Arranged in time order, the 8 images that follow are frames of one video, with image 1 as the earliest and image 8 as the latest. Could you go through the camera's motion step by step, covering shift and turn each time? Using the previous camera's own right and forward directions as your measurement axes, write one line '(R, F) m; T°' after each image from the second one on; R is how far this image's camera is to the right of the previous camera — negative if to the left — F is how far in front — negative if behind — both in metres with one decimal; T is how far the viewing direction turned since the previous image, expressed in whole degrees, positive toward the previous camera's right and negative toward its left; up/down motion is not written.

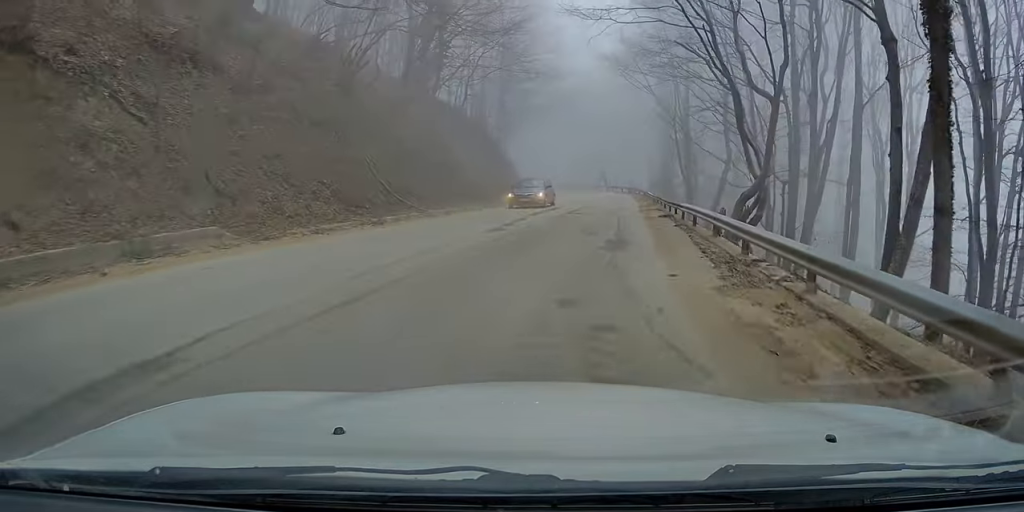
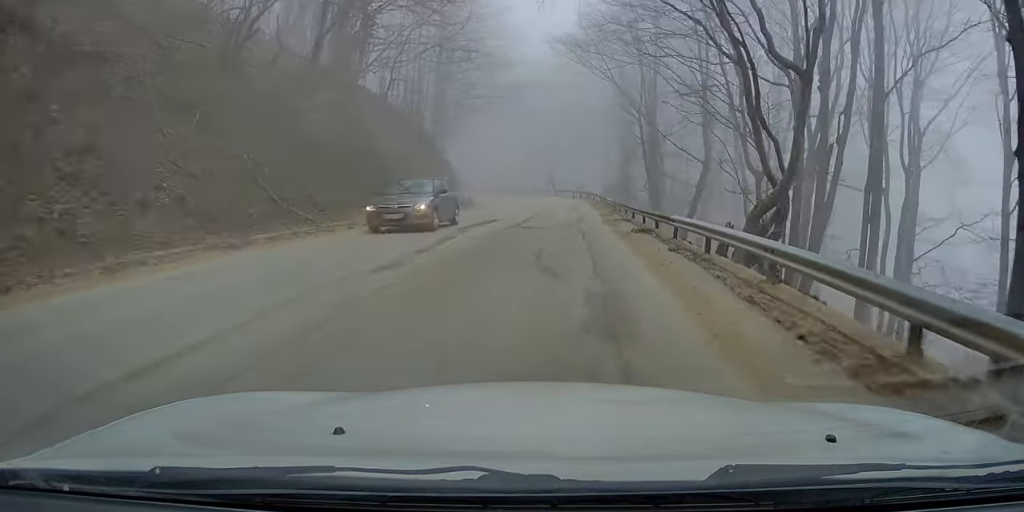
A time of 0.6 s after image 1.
(+0.9, +6.1) m; +6°
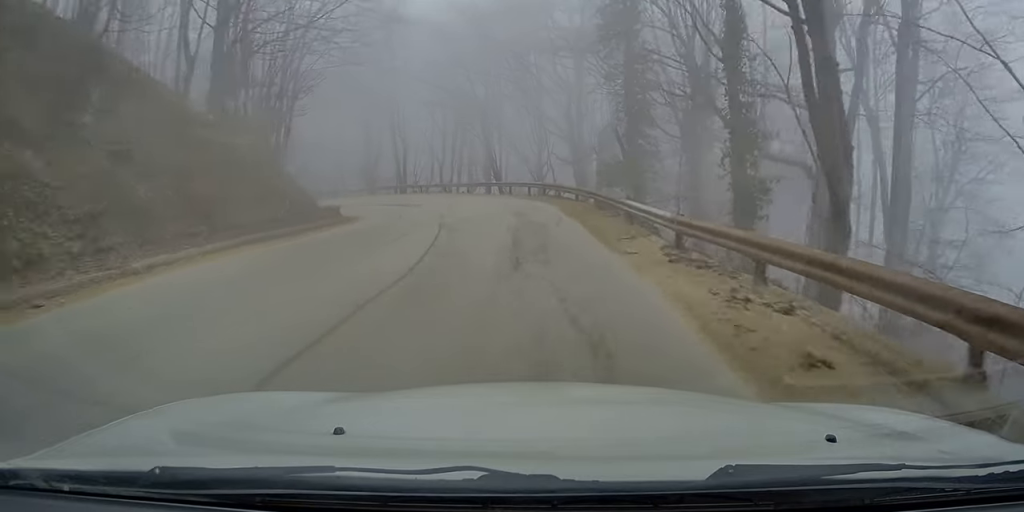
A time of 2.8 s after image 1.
(+3.4, +23.7) m; +10°
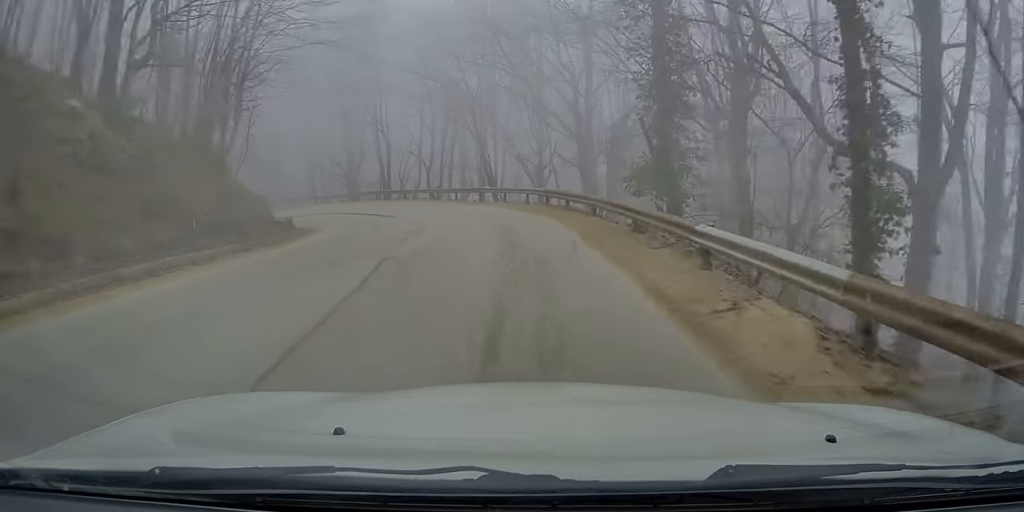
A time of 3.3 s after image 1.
(0.0, +5.2) m; -2°
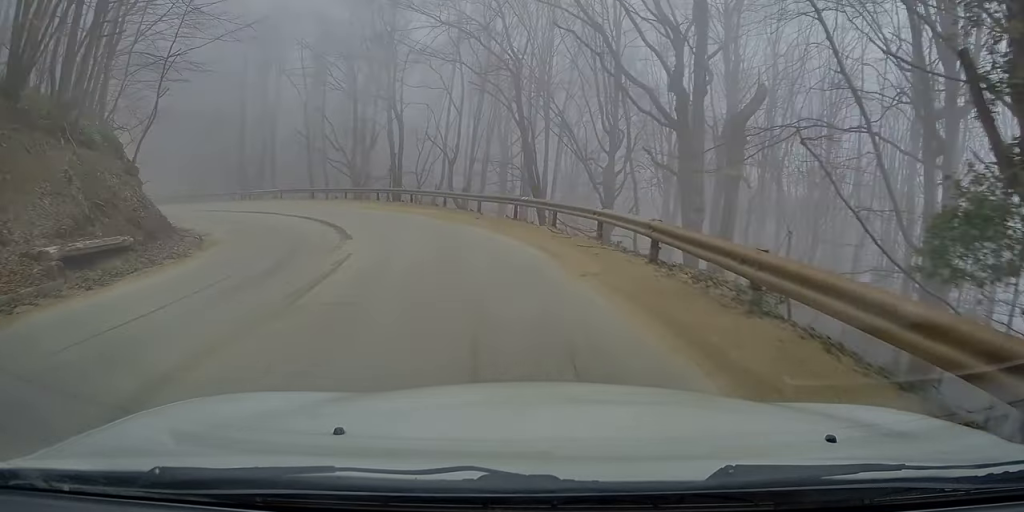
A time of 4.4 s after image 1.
(-0.7, +11.5) m; -8°
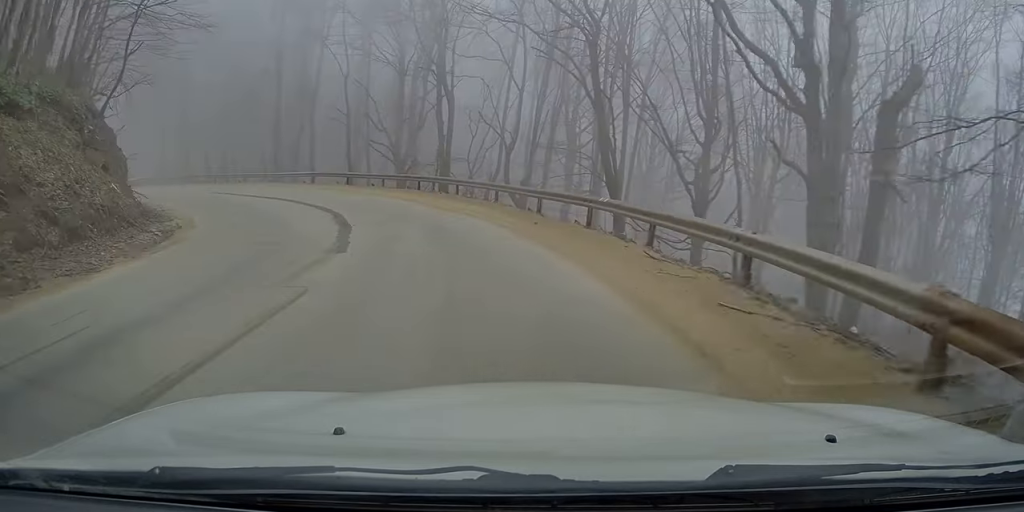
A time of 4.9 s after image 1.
(-0.1, +5.0) m; -4°
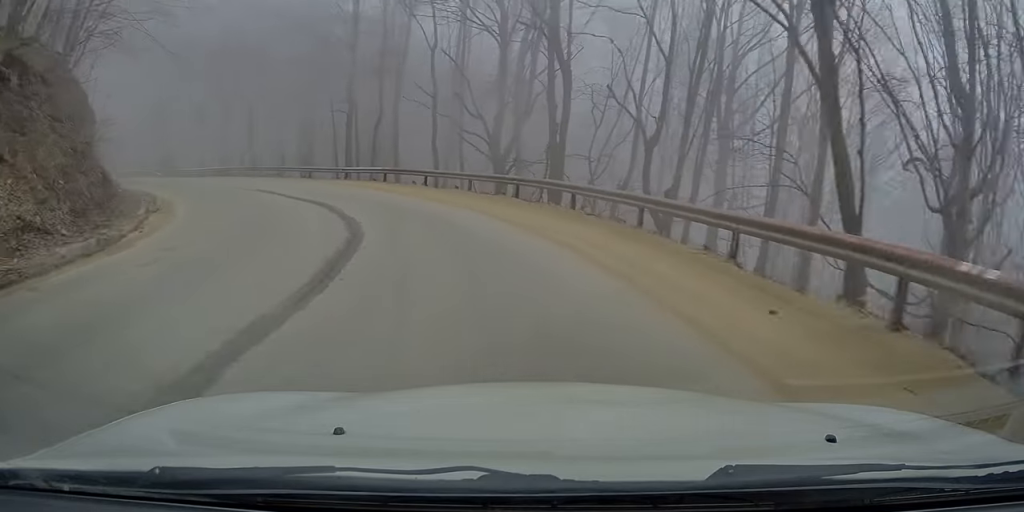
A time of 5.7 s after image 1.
(-0.5, +7.8) m; -6°
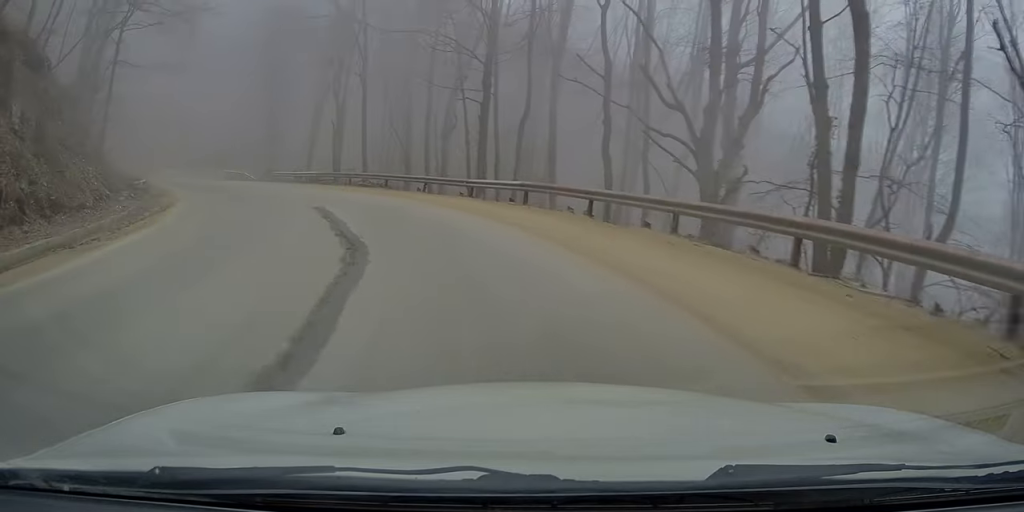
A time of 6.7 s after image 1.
(-0.7, +9.9) m; -9°
